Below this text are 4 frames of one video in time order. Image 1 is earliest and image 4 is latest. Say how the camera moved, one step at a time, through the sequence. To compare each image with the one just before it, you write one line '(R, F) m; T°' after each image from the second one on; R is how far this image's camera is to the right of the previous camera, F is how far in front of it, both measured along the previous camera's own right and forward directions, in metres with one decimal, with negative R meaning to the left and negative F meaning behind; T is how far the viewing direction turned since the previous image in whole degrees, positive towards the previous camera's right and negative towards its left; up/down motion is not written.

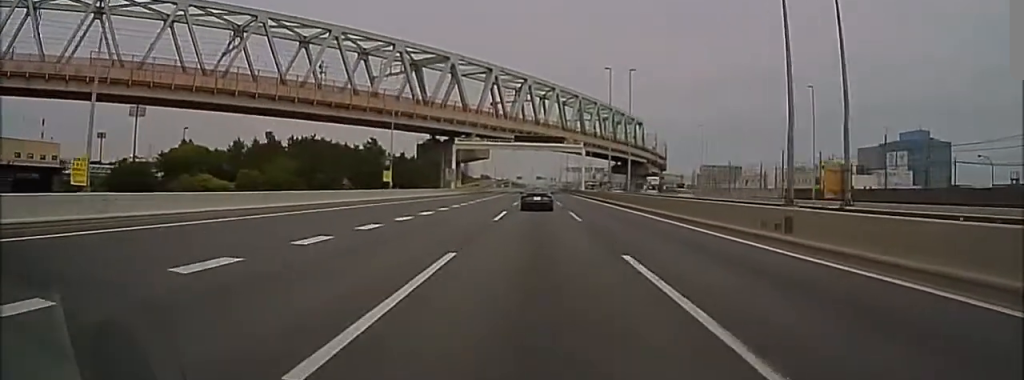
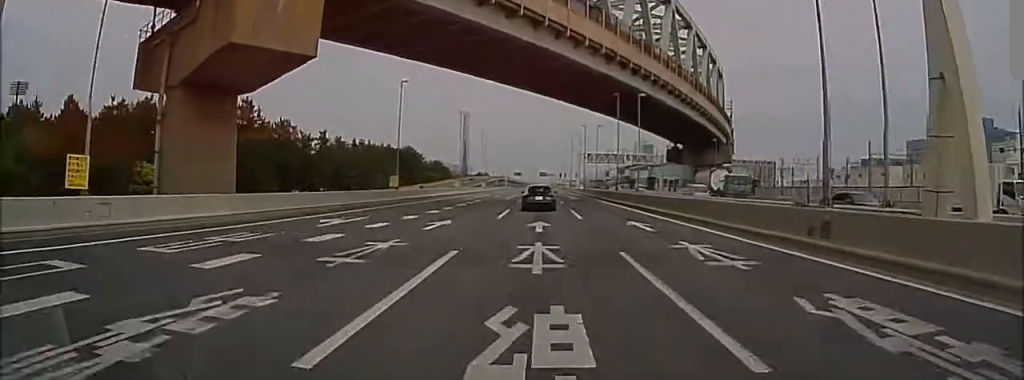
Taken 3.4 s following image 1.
(+0.2, +80.8) m; 0°
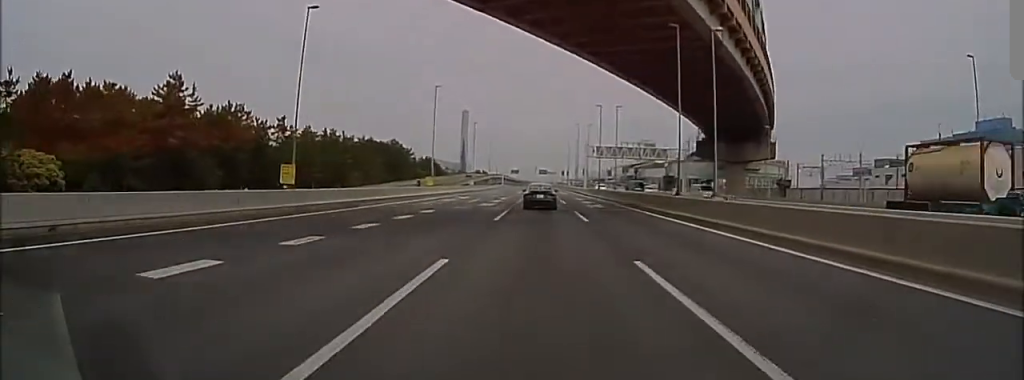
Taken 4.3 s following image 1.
(0.0, +21.8) m; 0°
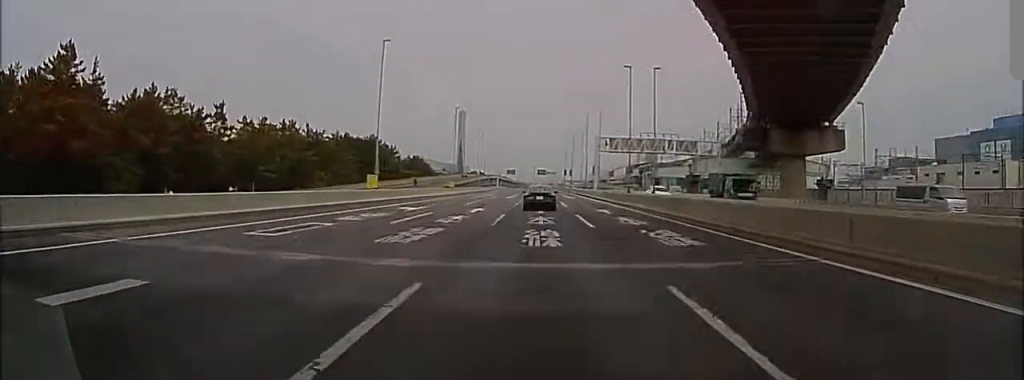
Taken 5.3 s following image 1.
(0.0, +22.5) m; 0°
